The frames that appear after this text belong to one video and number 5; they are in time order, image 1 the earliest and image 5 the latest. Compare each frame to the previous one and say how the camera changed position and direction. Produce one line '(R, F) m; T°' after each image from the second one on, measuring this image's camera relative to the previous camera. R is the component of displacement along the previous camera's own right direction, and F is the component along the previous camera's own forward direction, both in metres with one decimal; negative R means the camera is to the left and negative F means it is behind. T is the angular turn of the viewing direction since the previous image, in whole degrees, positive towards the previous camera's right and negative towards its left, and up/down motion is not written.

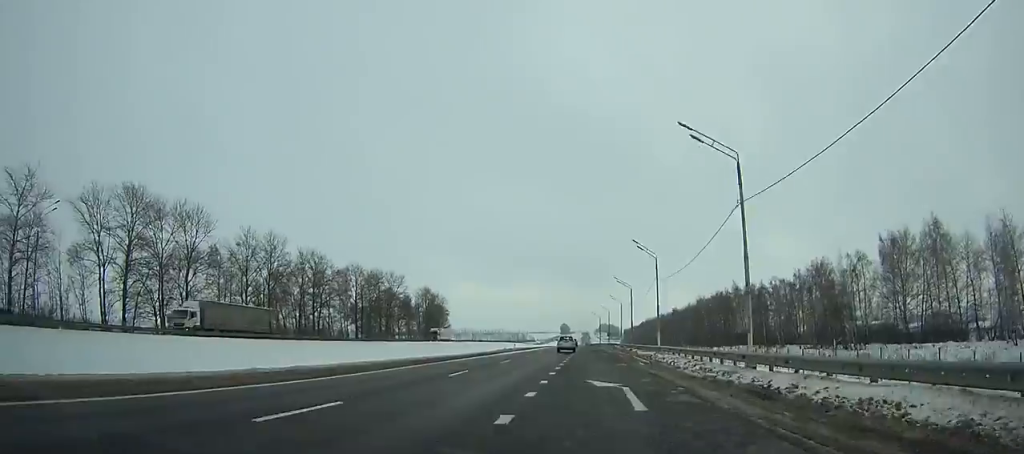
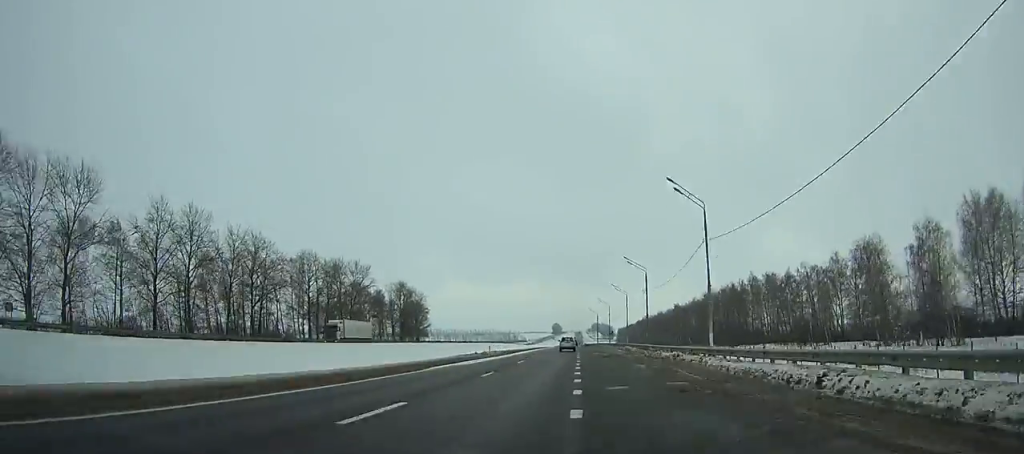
(-0.2, +23.7) m; 0°
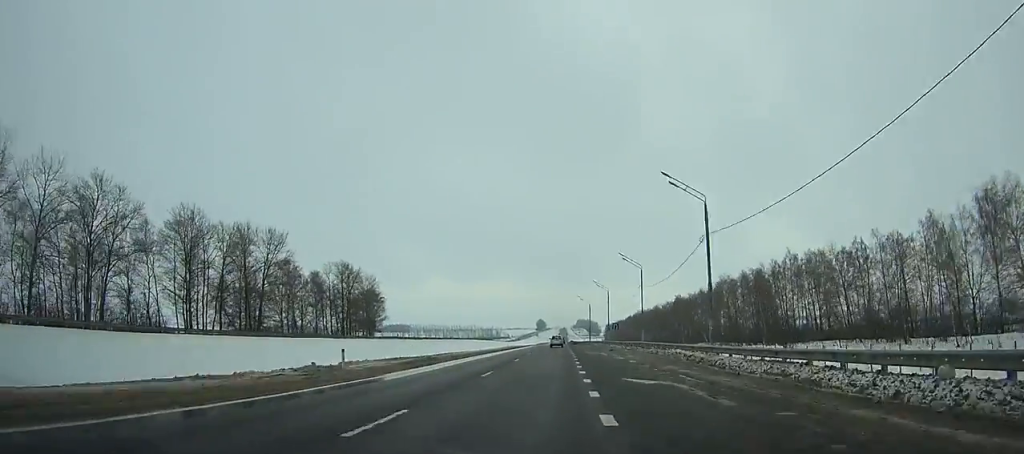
(+0.1, +37.6) m; +1°
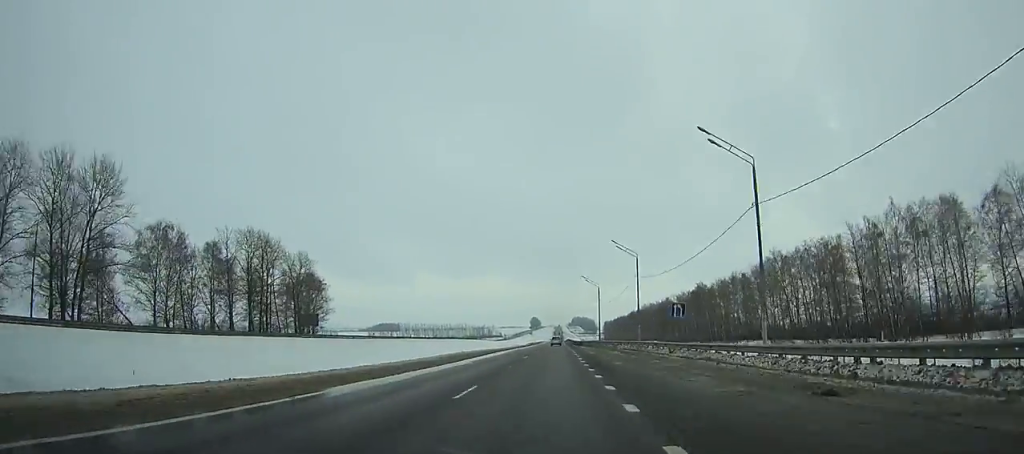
(+0.5, +43.3) m; 0°
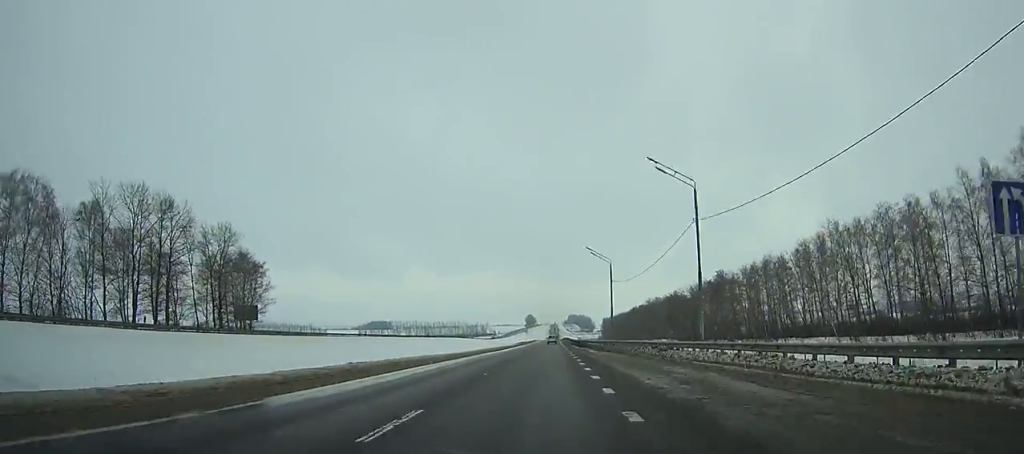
(-0.1, +29.4) m; 0°
